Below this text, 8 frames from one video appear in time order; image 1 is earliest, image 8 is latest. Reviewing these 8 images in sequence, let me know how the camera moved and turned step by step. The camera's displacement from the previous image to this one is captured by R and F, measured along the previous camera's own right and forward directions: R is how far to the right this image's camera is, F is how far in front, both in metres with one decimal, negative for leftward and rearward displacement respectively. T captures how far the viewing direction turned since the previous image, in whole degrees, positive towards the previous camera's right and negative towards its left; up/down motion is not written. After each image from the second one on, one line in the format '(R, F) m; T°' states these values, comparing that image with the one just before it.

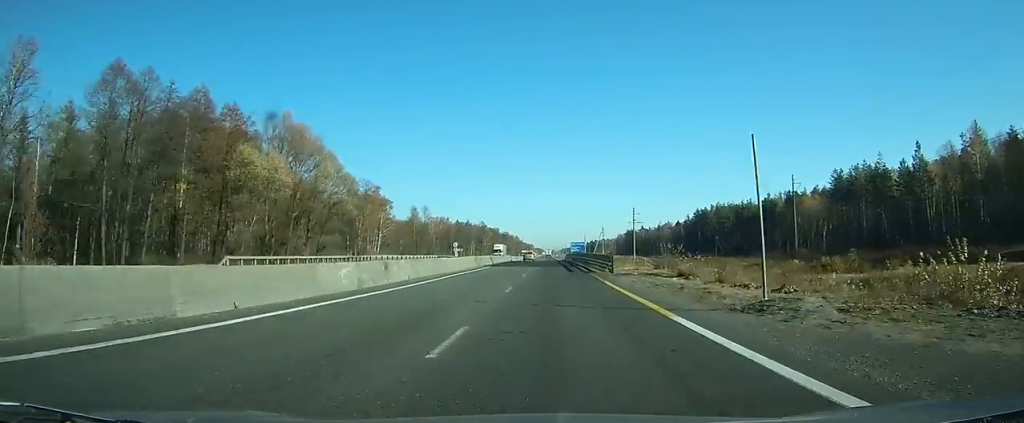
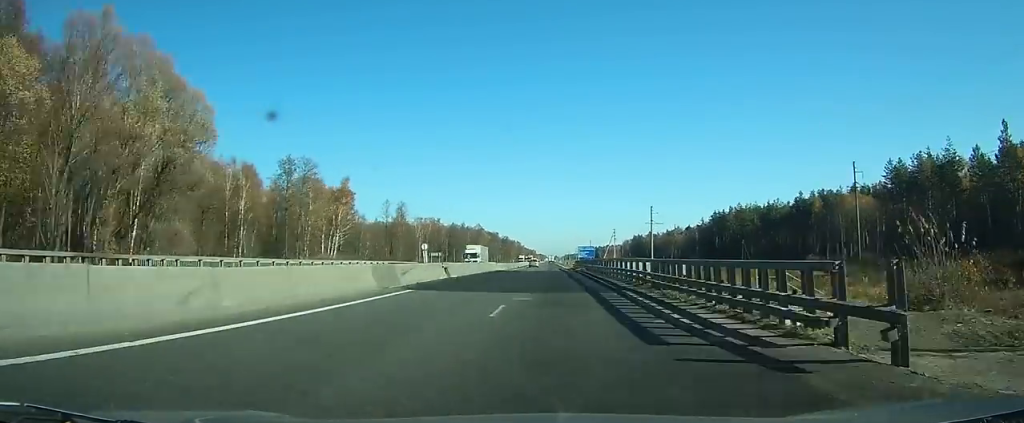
(0.0, +31.9) m; 0°
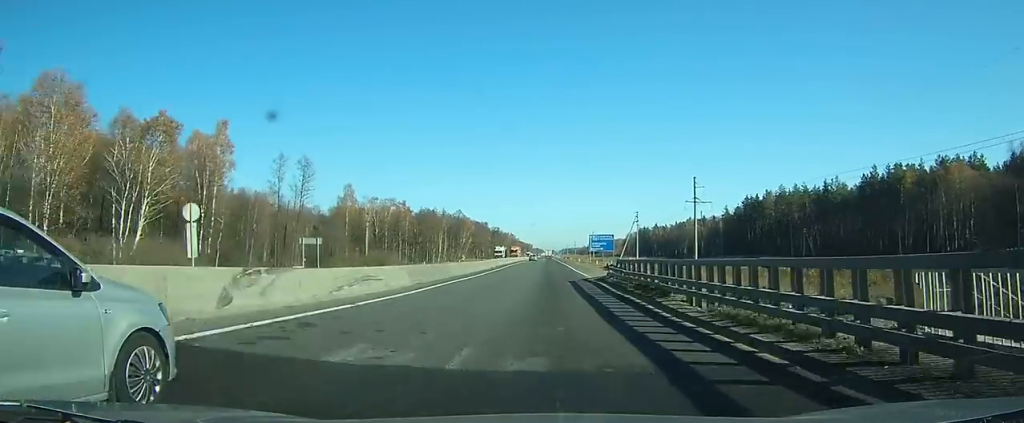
(0.0, +58.4) m; 0°
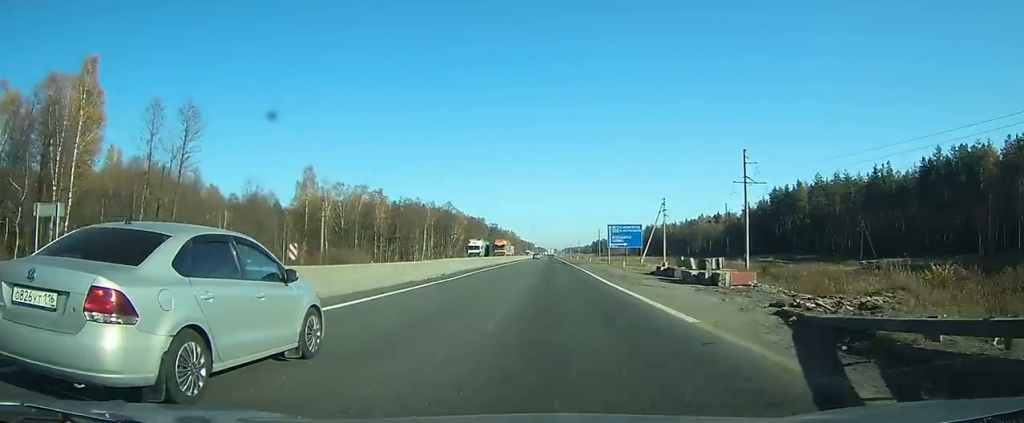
(0.0, +30.8) m; 0°
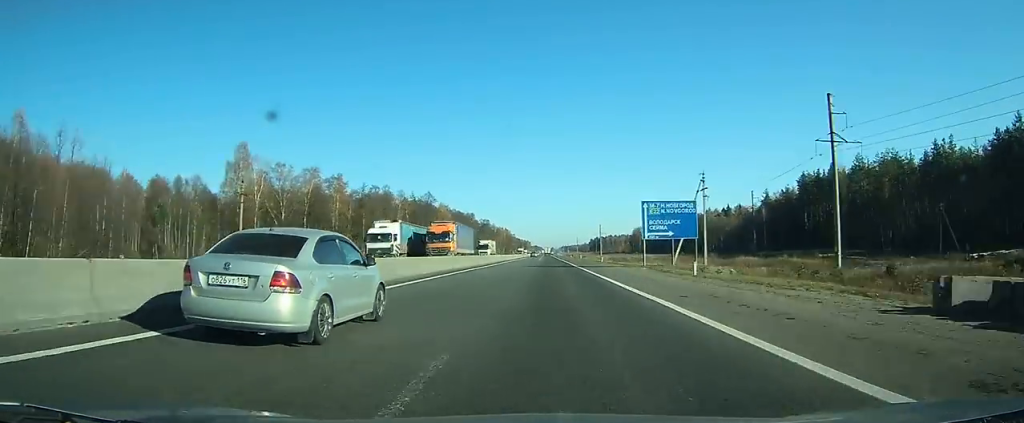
(0.0, +30.3) m; 0°
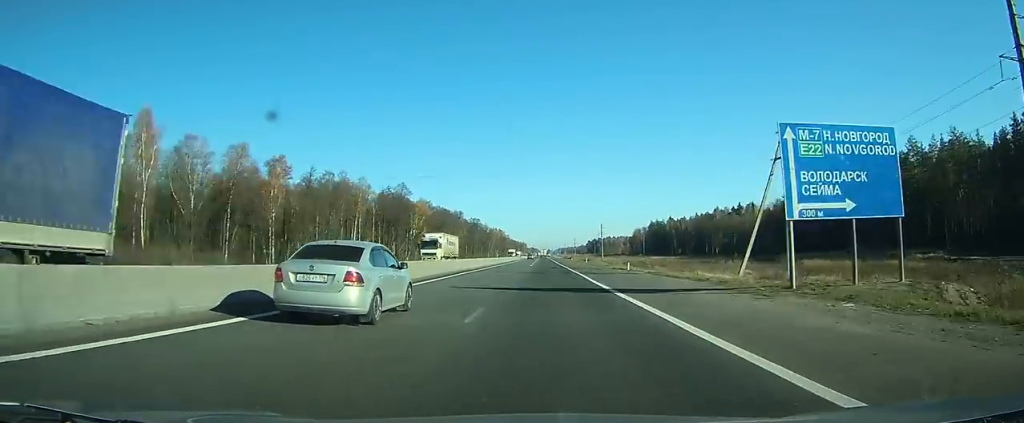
(0.0, +27.9) m; 0°
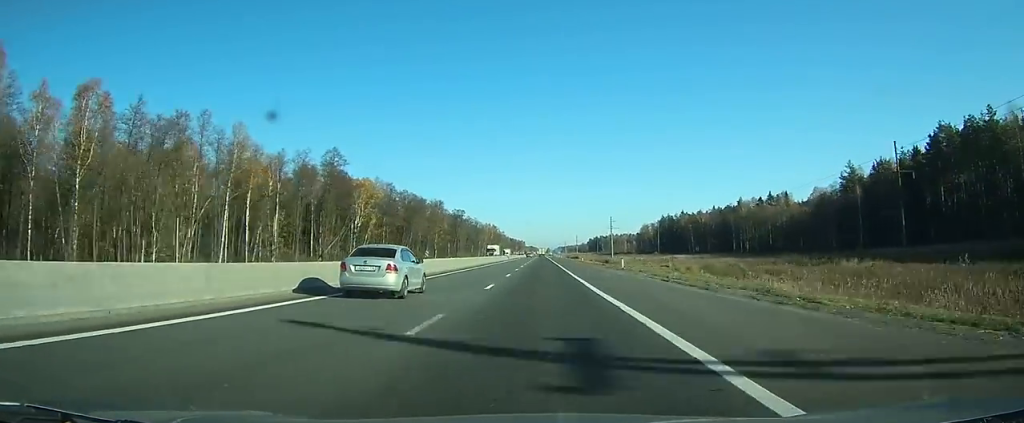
(0.0, +47.9) m; 0°
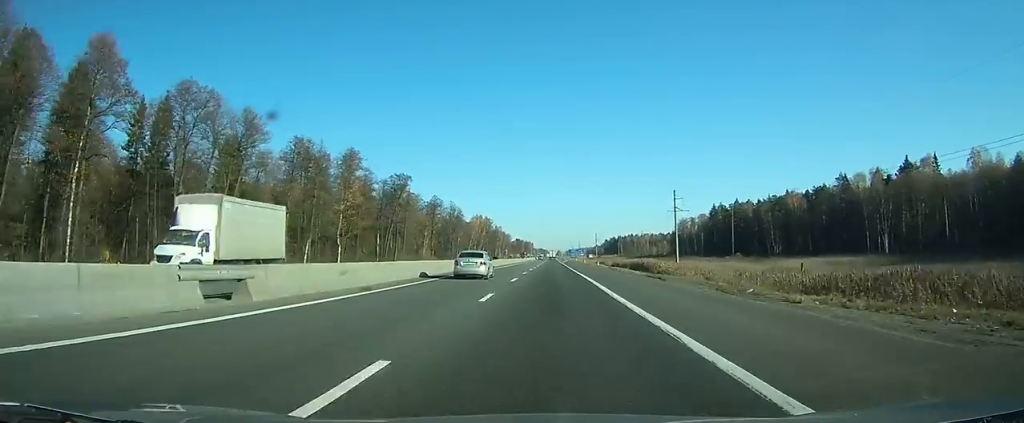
(-0.3, +116.4) m; 0°
